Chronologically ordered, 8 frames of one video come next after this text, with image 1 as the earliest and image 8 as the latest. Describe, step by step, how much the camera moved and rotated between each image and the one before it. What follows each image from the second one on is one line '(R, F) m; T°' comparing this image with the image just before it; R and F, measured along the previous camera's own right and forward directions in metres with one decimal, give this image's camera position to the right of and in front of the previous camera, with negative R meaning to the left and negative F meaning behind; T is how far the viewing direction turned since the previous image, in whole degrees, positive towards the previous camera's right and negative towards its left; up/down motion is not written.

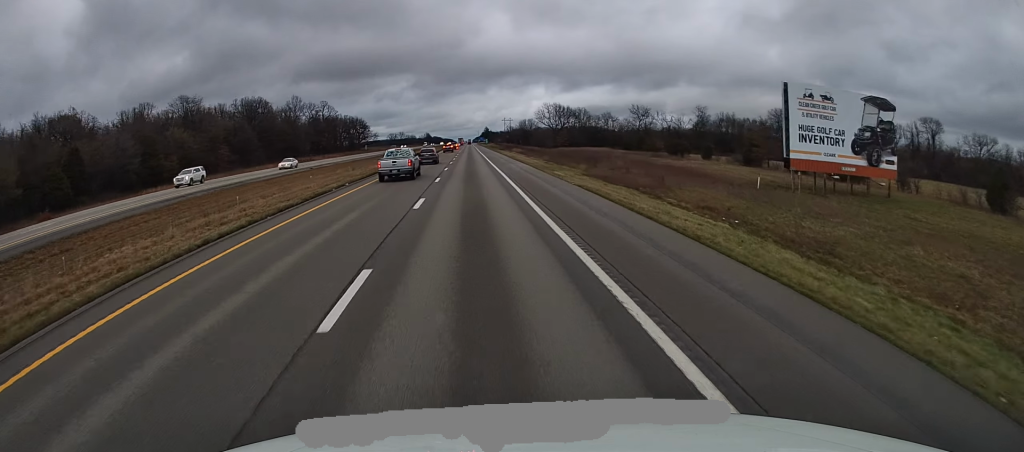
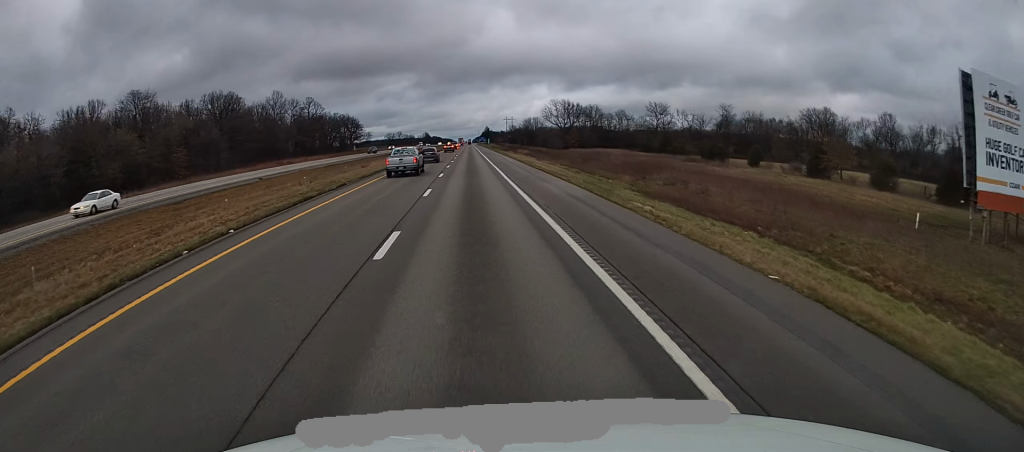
(-0.2, +20.1) m; 0°
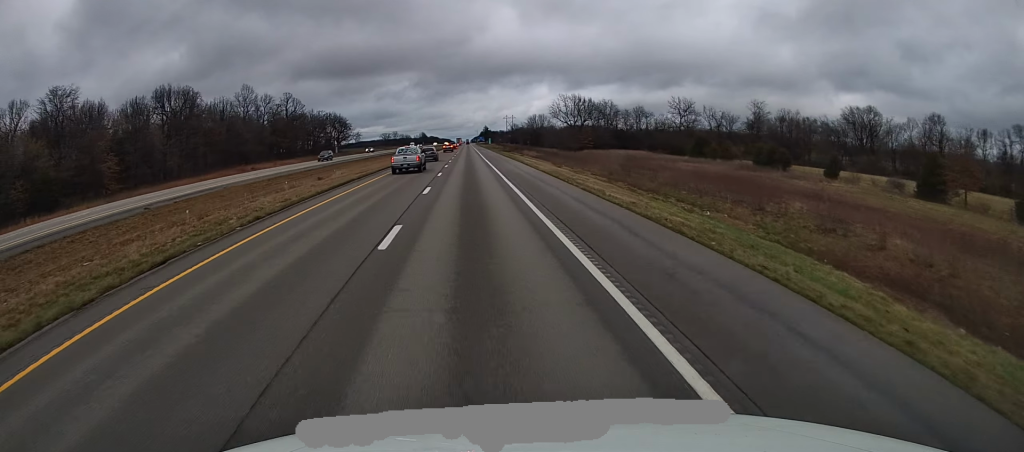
(+0.3, +23.2) m; +1°
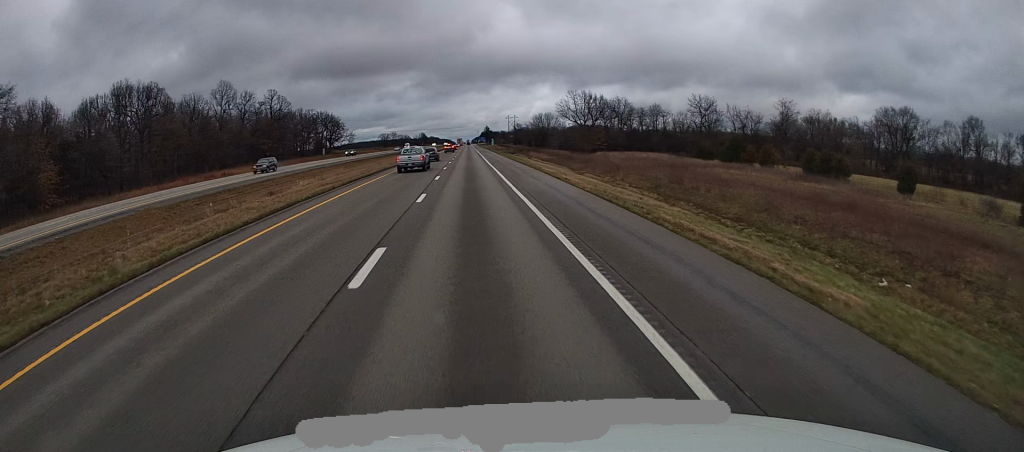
(0.0, +15.1) m; 0°
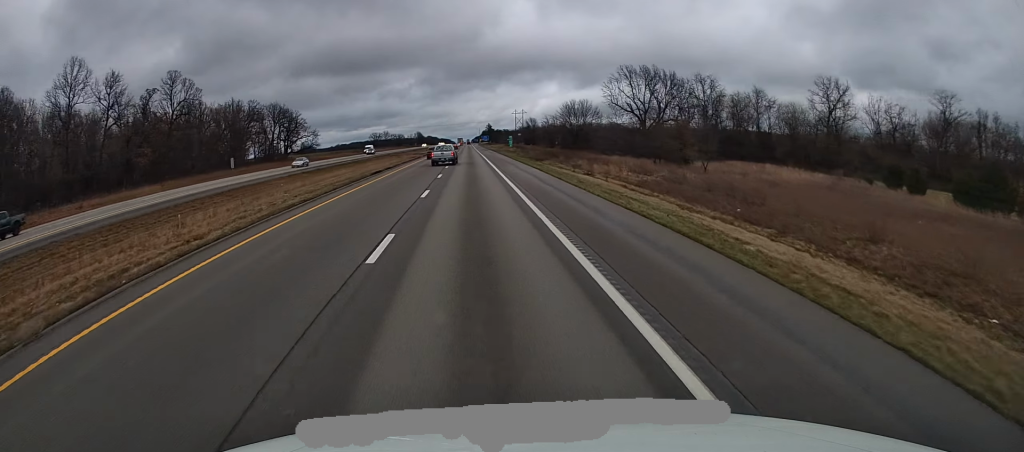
(-1.1, +58.7) m; 0°
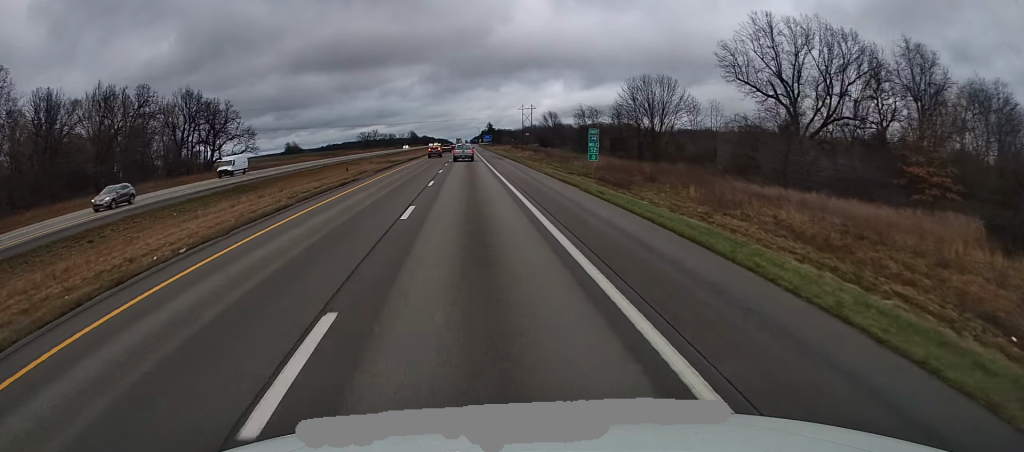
(+1.1, +55.1) m; -1°
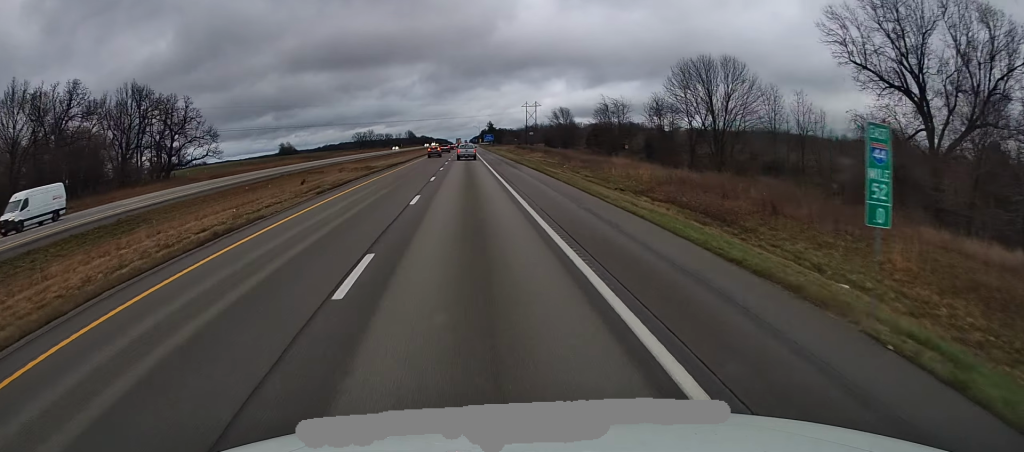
(-0.5, +20.3) m; 0°
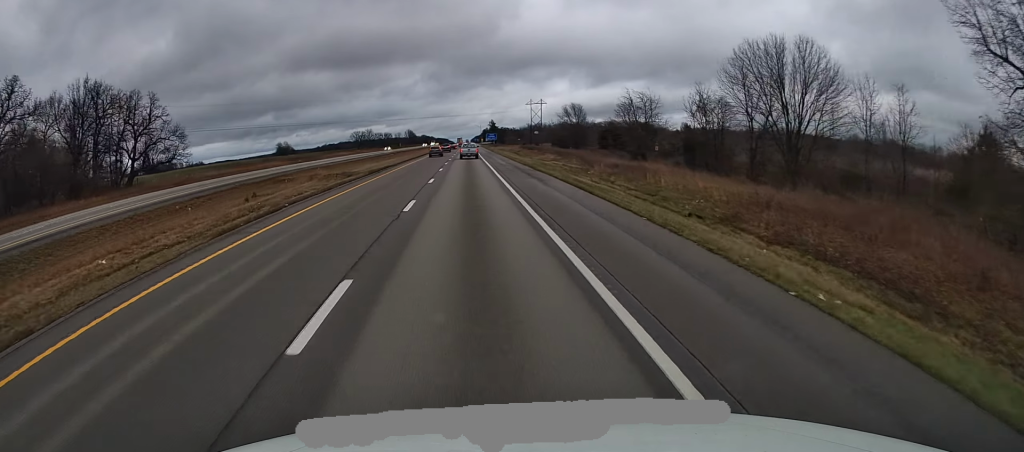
(-0.1, +14.2) m; 0°
